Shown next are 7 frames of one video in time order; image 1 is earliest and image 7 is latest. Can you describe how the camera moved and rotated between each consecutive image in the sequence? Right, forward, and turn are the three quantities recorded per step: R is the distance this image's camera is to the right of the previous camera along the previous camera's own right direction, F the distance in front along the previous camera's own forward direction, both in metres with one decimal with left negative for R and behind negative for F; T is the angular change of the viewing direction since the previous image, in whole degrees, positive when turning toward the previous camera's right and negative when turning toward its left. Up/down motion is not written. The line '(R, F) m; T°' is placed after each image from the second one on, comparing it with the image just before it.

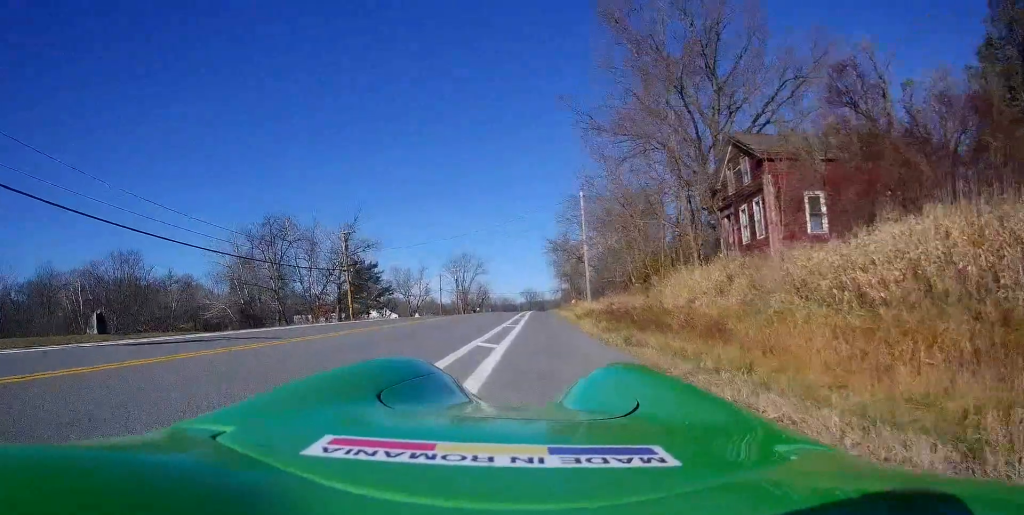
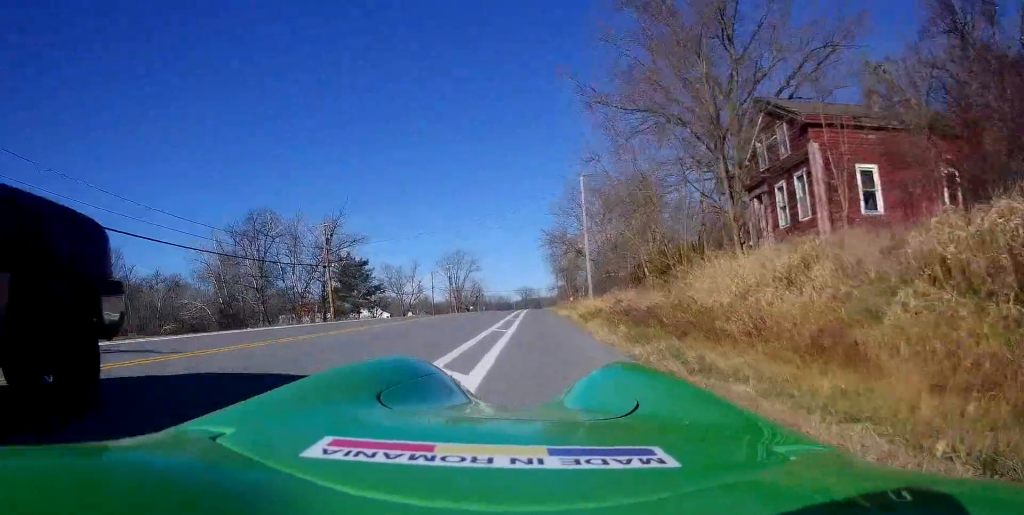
(+0.2, +4.1) m; +2°
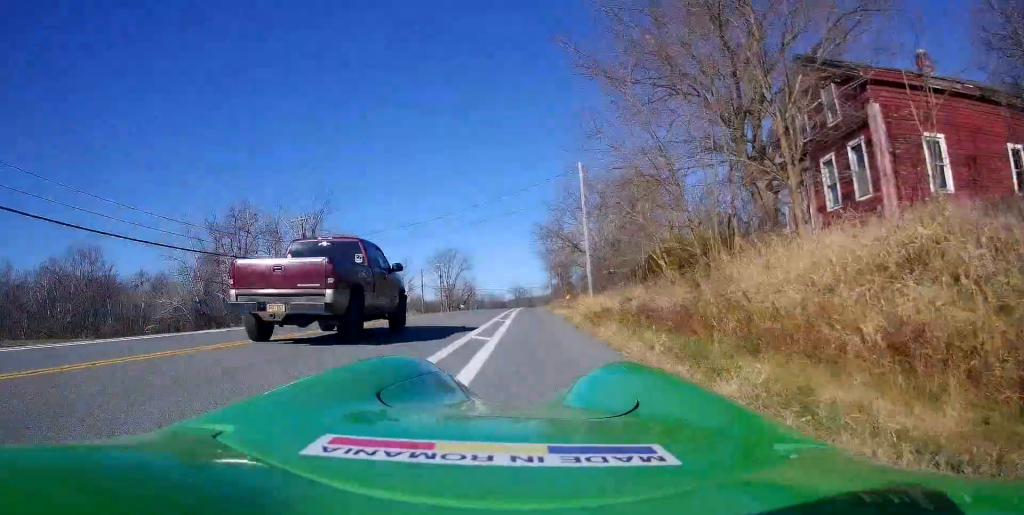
(+0.1, +4.1) m; +1°
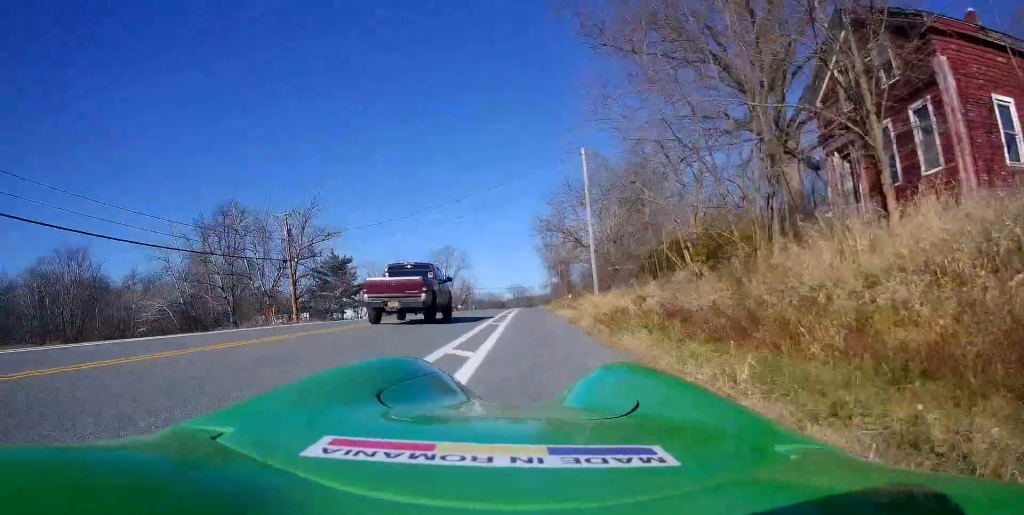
(0.0, +2.9) m; -3°
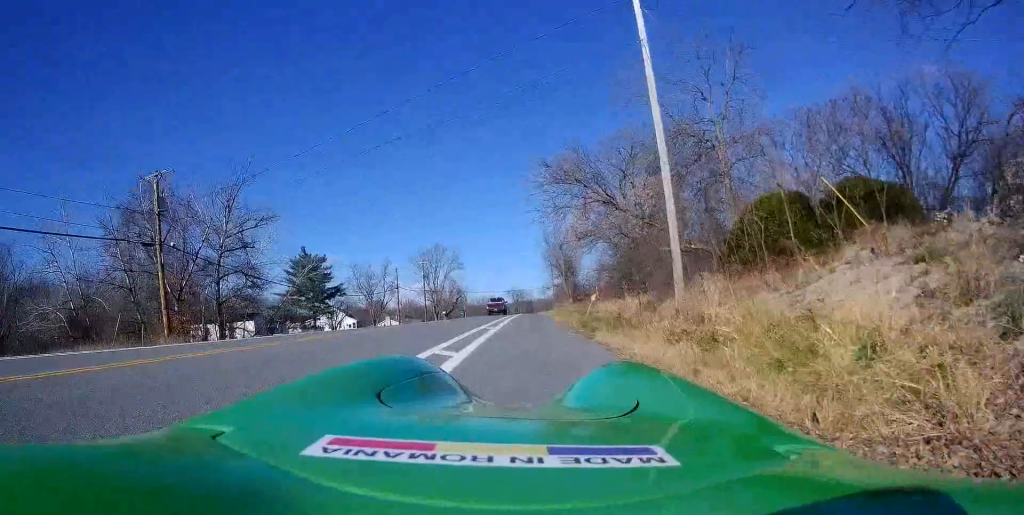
(-0.4, +17.2) m; +3°
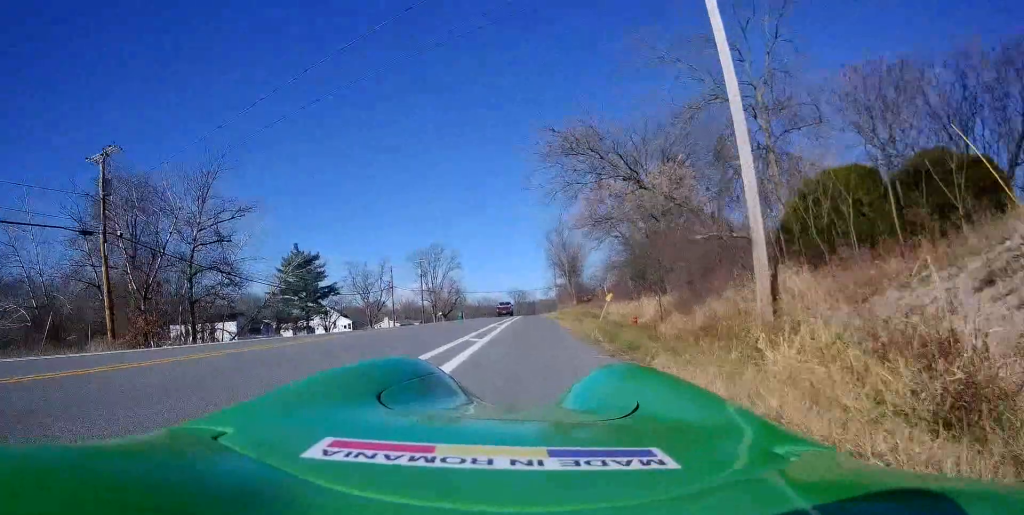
(-0.2, +4.5) m; -2°
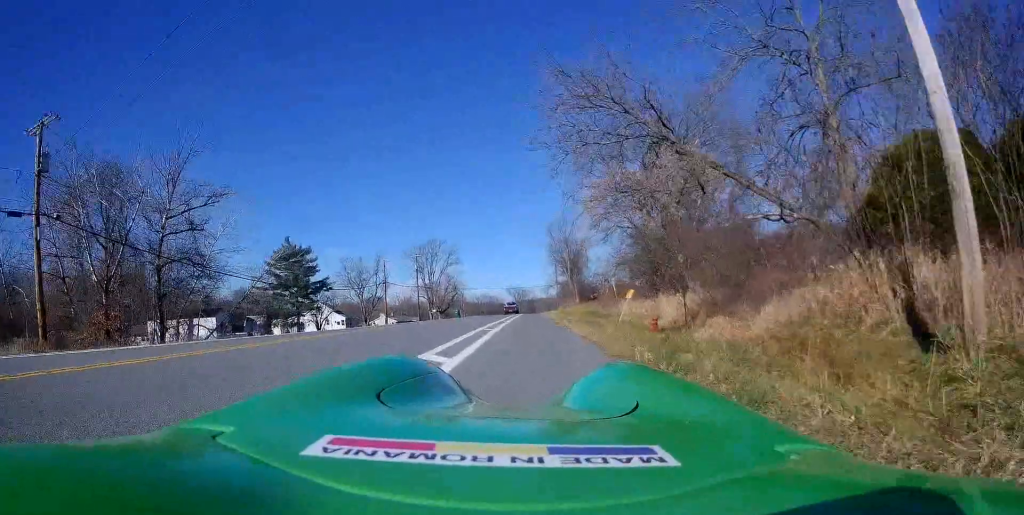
(-0.1, +3.9) m; -1°
